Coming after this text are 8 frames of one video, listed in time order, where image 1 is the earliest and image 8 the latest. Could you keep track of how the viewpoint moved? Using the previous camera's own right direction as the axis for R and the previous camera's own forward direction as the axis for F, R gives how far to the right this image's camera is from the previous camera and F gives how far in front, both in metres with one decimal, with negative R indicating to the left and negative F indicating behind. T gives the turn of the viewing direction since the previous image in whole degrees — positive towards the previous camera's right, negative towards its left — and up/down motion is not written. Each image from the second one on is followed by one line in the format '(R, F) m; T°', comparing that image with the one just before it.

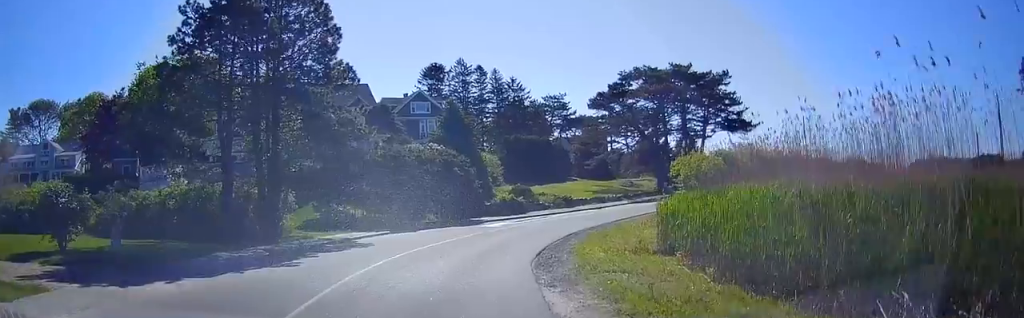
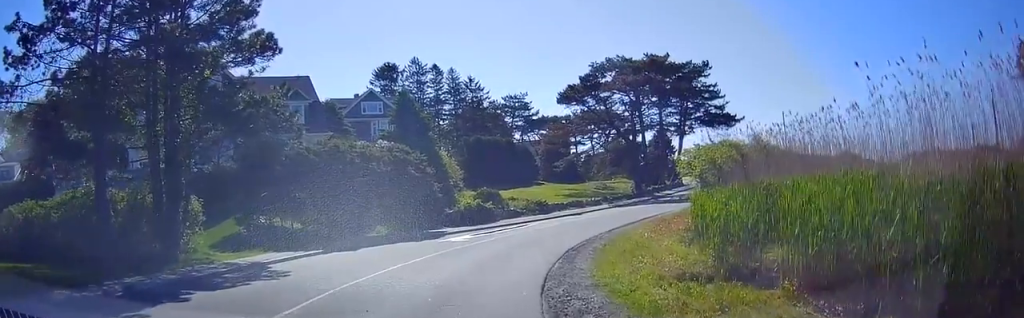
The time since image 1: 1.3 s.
(0.0, +6.9) m; +5°
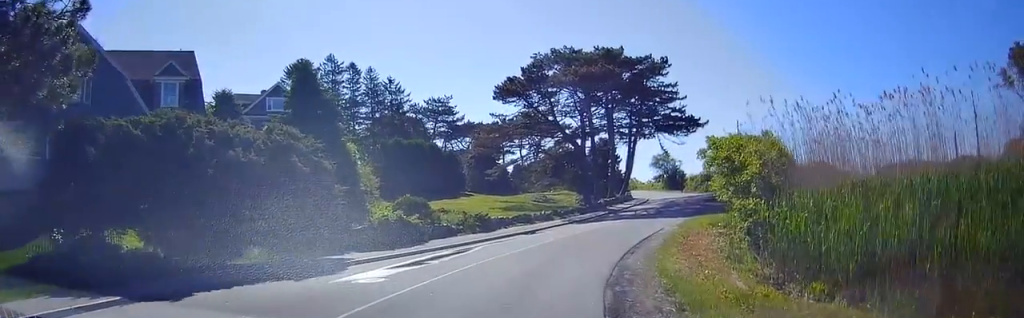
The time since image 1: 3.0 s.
(+0.2, +10.2) m; +7°
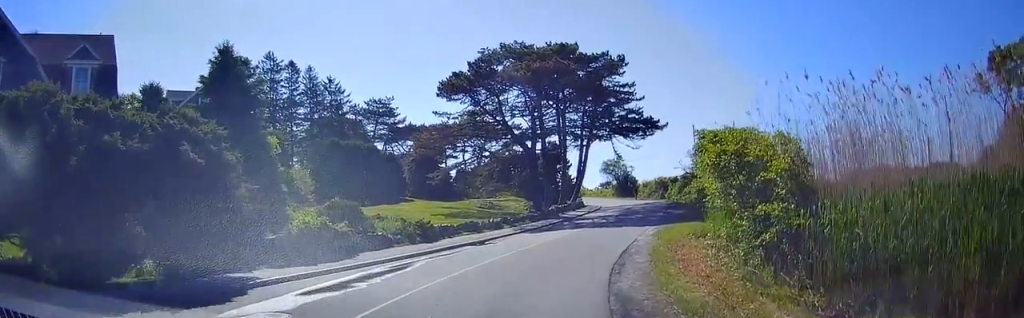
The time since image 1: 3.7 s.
(+0.3, +3.9) m; +7°
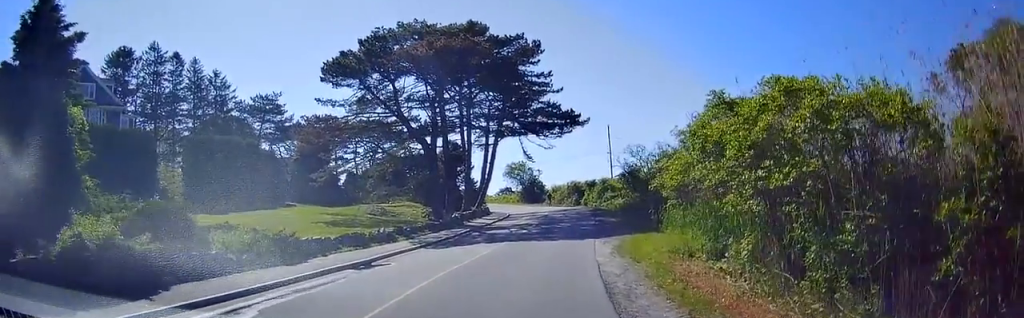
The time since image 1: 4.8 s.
(+1.0, +7.4) m; +10°
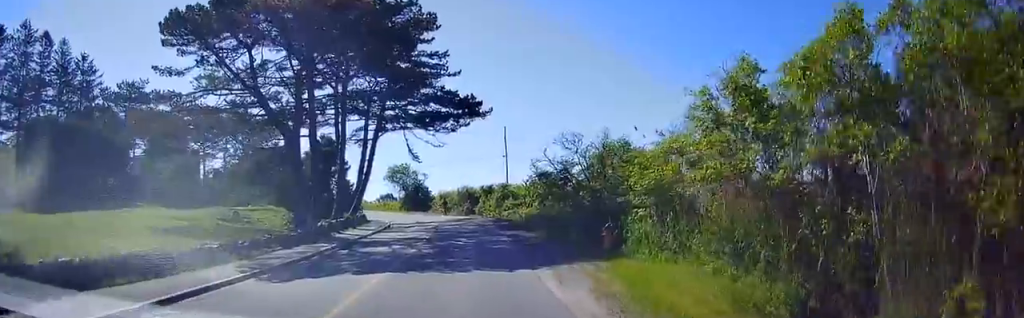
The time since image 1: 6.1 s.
(+0.6, +9.4) m; +11°
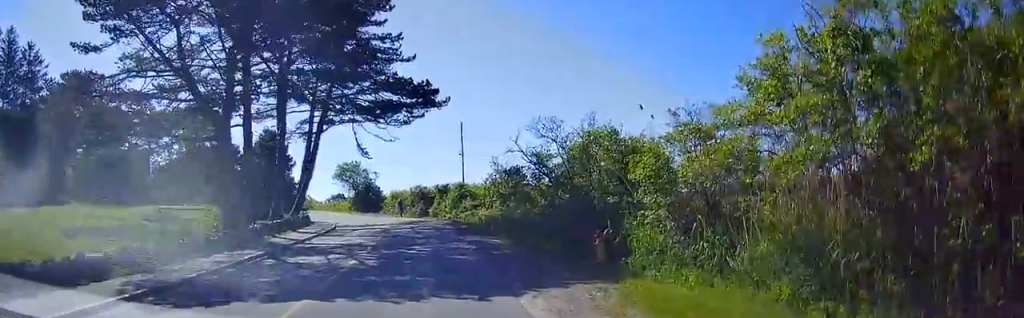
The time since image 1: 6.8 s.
(+0.3, +4.0) m; +4°
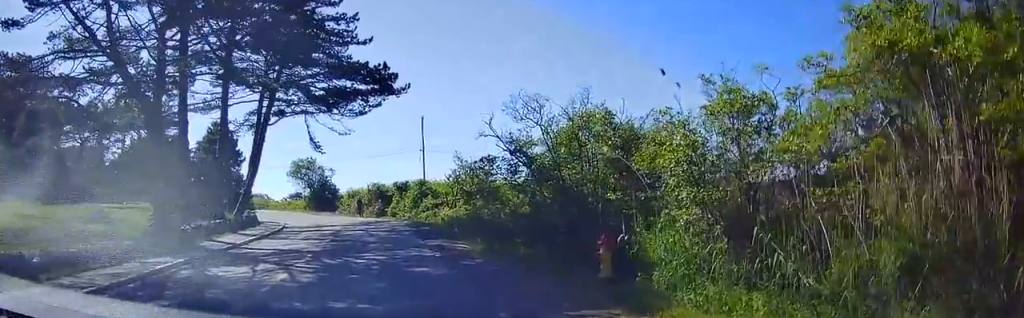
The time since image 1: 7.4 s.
(+0.3, +3.7) m; +2°
